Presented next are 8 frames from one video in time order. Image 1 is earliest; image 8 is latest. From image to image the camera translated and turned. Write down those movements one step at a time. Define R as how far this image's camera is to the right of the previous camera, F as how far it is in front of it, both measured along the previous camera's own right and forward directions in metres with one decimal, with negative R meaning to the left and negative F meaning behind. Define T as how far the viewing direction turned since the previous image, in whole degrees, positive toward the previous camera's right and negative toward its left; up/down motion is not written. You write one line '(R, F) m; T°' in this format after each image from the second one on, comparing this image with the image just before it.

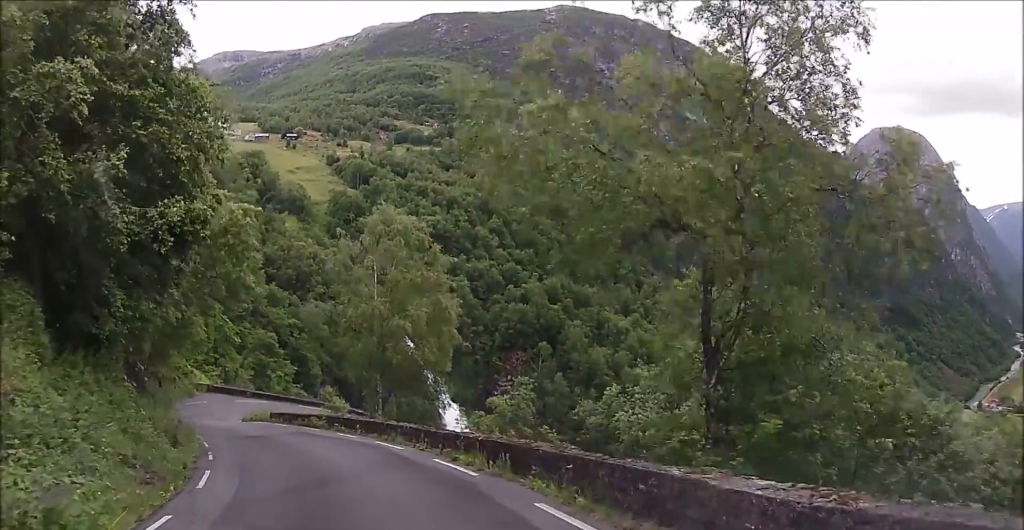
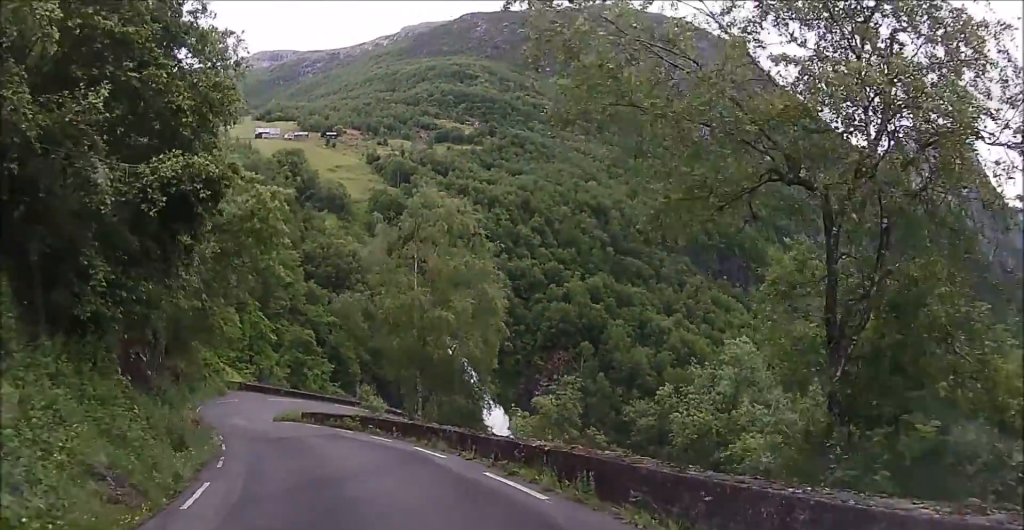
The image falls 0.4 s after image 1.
(-0.1, +2.7) m; -3°
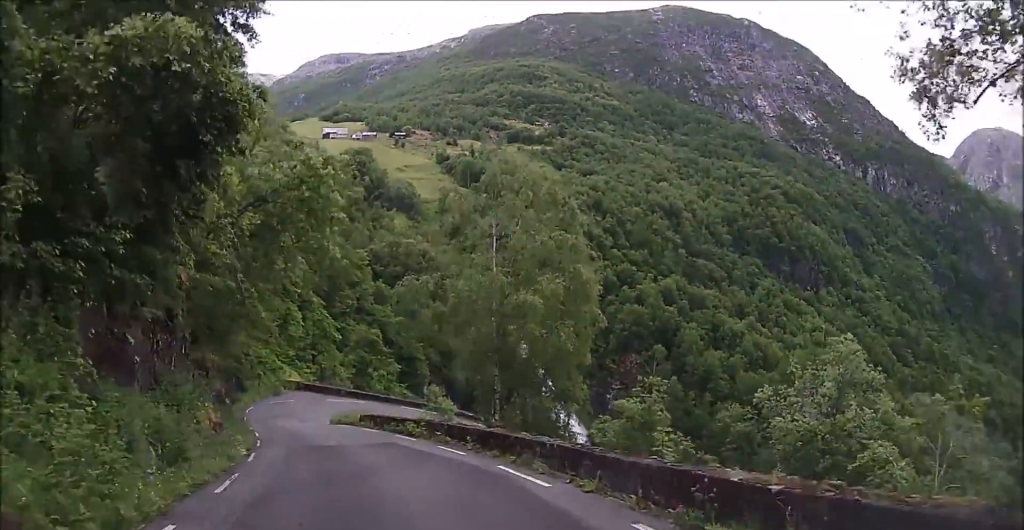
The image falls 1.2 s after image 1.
(-0.2, +4.5) m; -5°
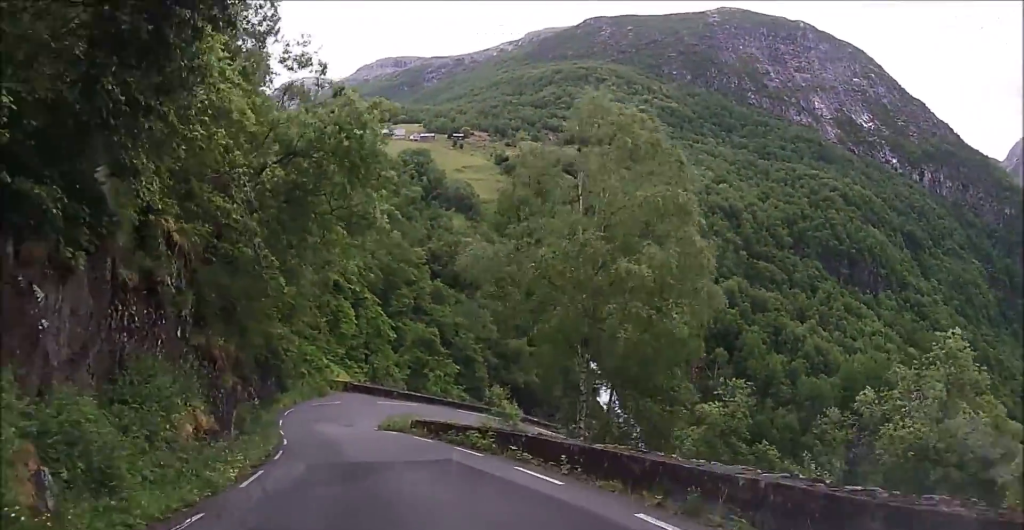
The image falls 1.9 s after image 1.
(-0.2, +4.9) m; -5°
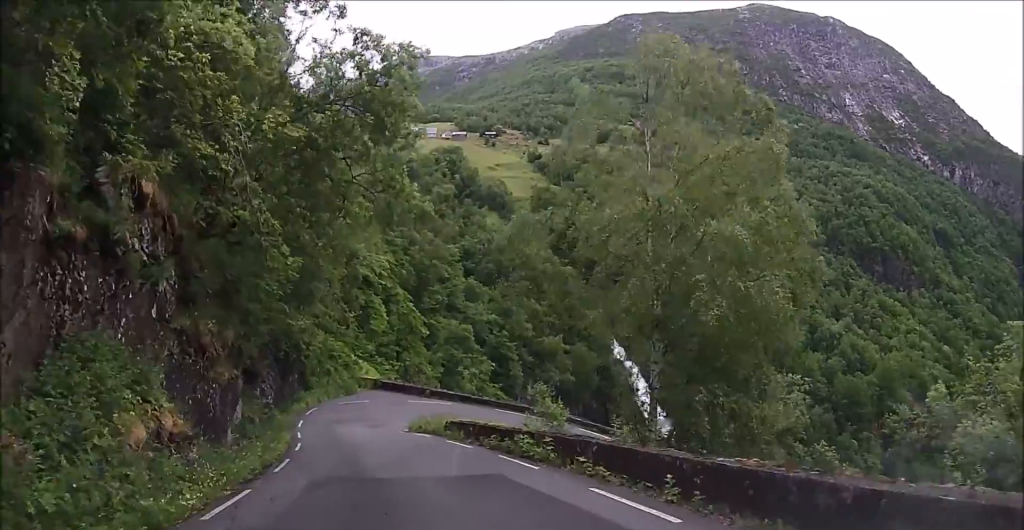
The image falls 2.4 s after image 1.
(-0.1, +3.3) m; -3°
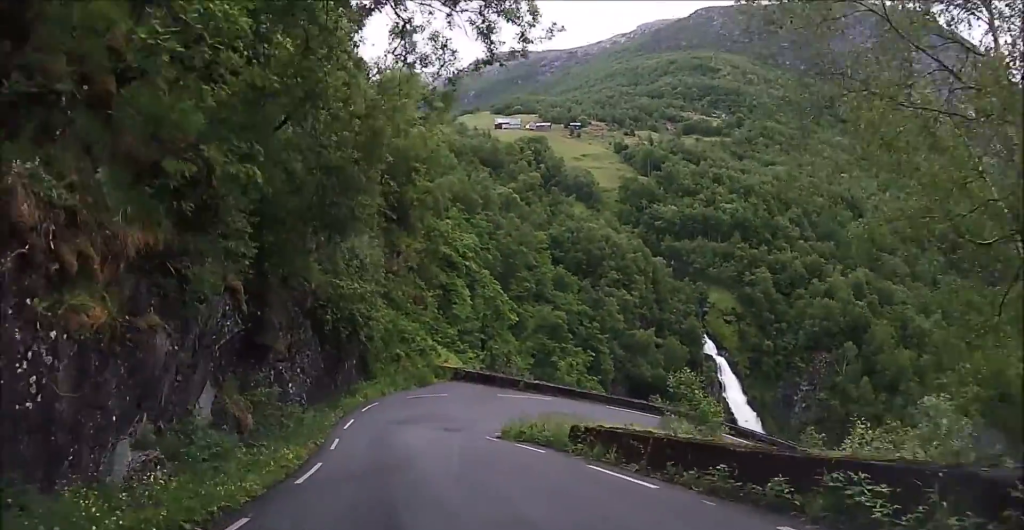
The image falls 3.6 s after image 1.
(-0.6, +9.6) m; -5°
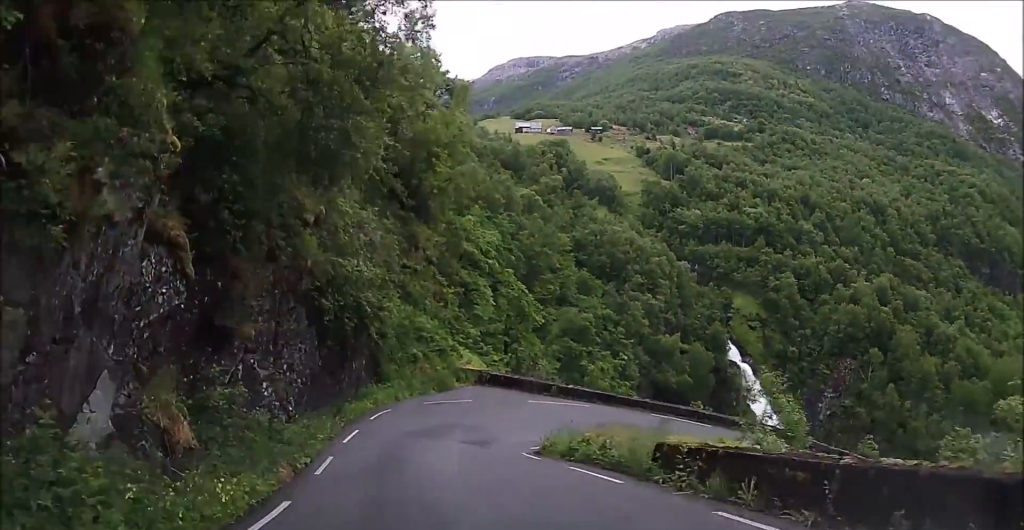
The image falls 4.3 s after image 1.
(-0.1, +4.9) m; -1°
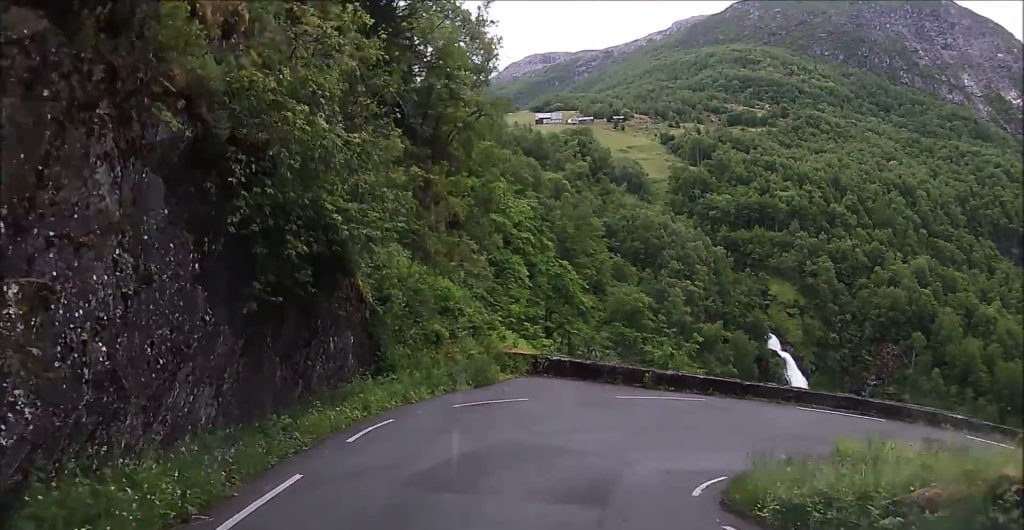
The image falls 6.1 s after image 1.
(-0.4, +12.6) m; -2°
